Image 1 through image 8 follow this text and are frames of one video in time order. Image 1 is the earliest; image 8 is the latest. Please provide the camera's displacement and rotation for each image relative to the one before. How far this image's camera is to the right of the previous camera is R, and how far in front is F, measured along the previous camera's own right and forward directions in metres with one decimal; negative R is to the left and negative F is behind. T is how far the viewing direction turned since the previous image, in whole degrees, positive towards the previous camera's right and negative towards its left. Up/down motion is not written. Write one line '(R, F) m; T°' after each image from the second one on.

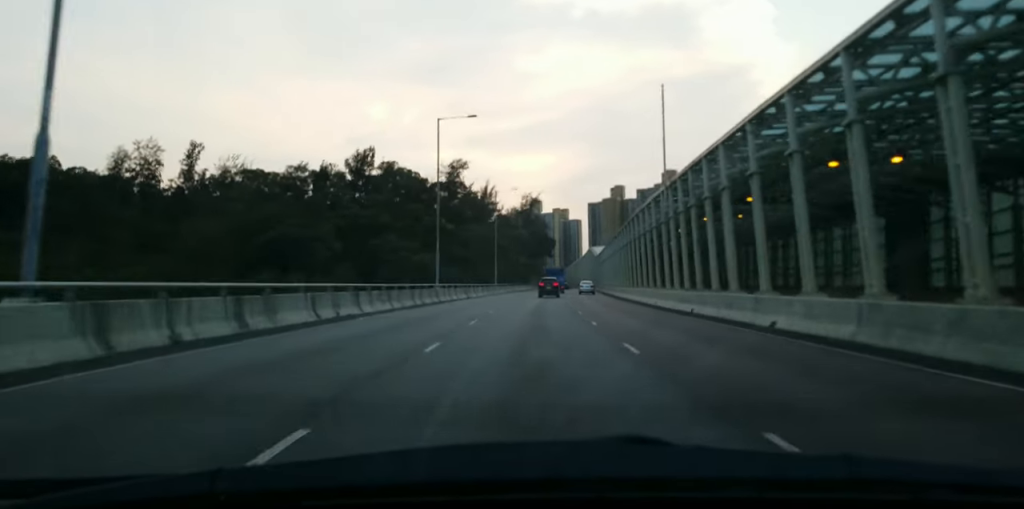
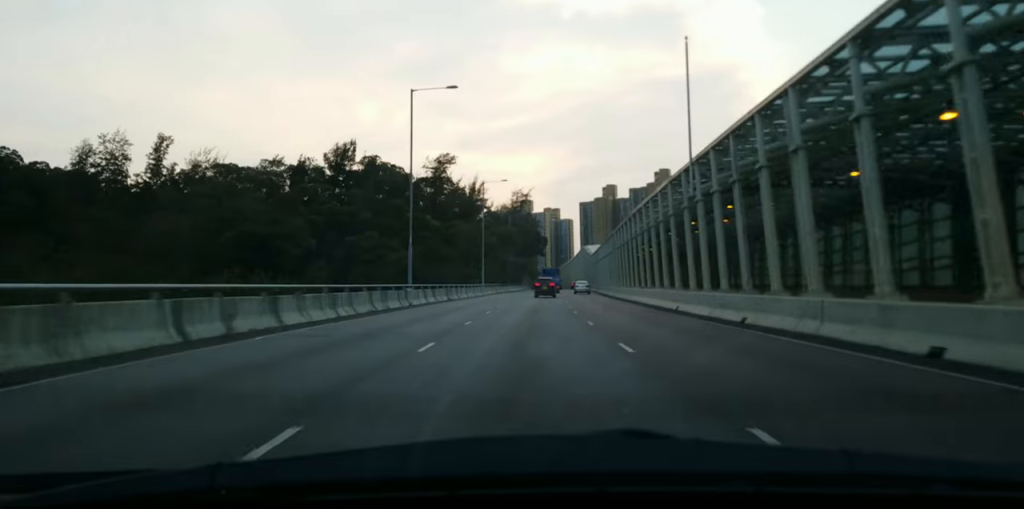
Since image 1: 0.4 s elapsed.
(+0.1, +8.8) m; 0°
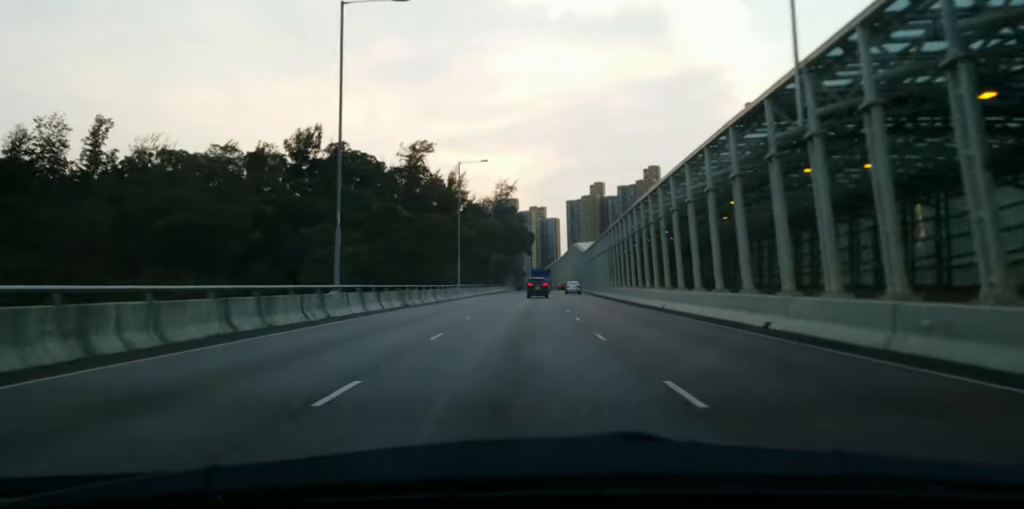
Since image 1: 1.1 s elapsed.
(0.0, +15.1) m; +1°
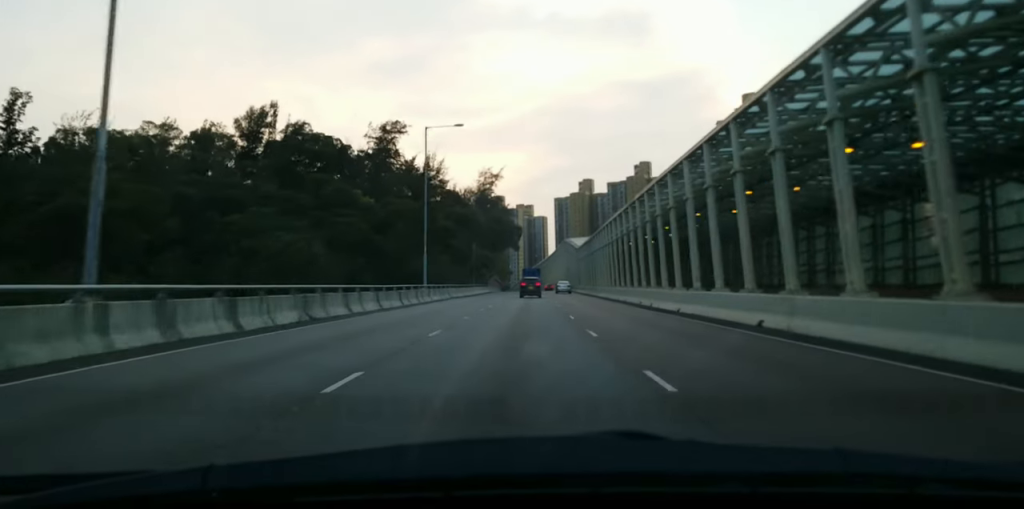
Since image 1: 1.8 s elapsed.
(-0.1, +16.8) m; +2°
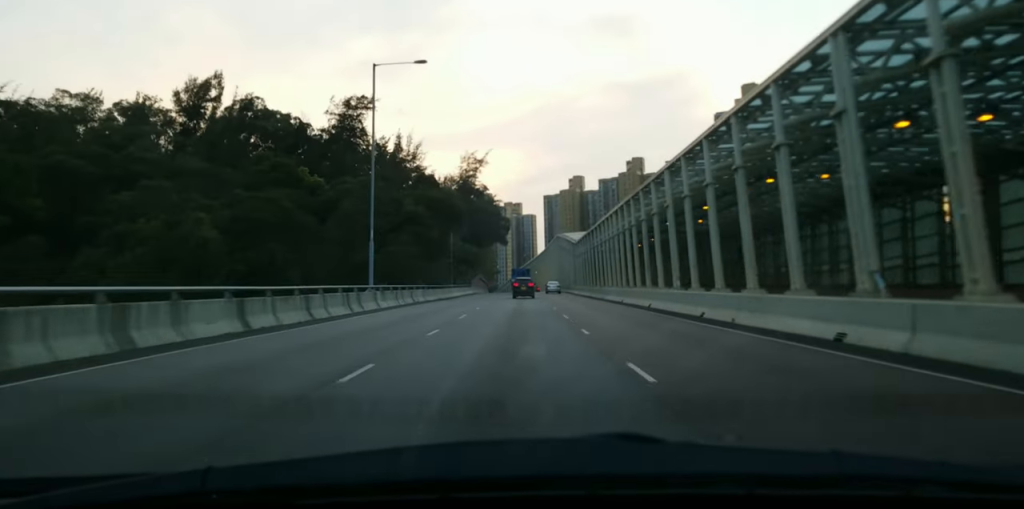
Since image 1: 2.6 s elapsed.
(+0.8, +16.8) m; +2°
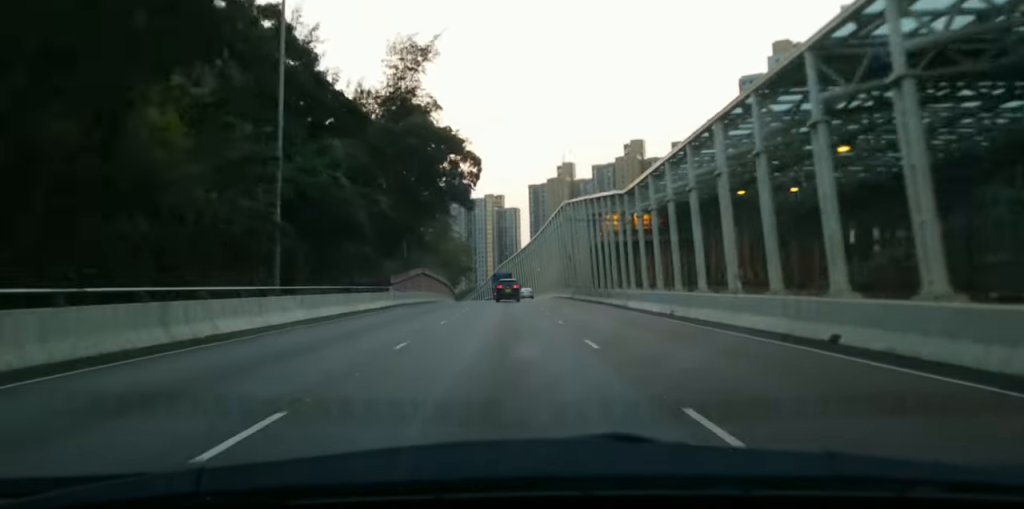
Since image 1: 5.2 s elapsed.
(-0.1, +58.0) m; +1°
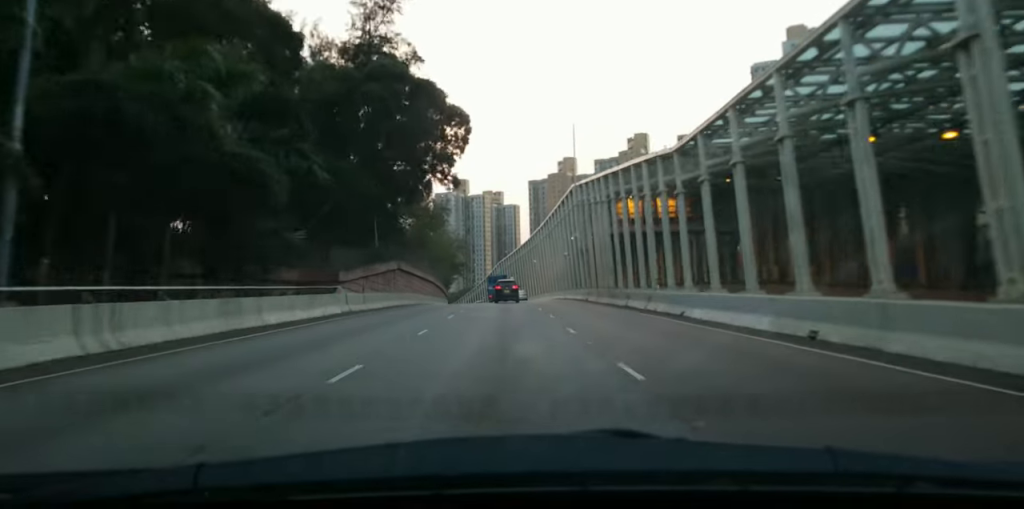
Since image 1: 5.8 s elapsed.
(+0.1, +14.3) m; 0°
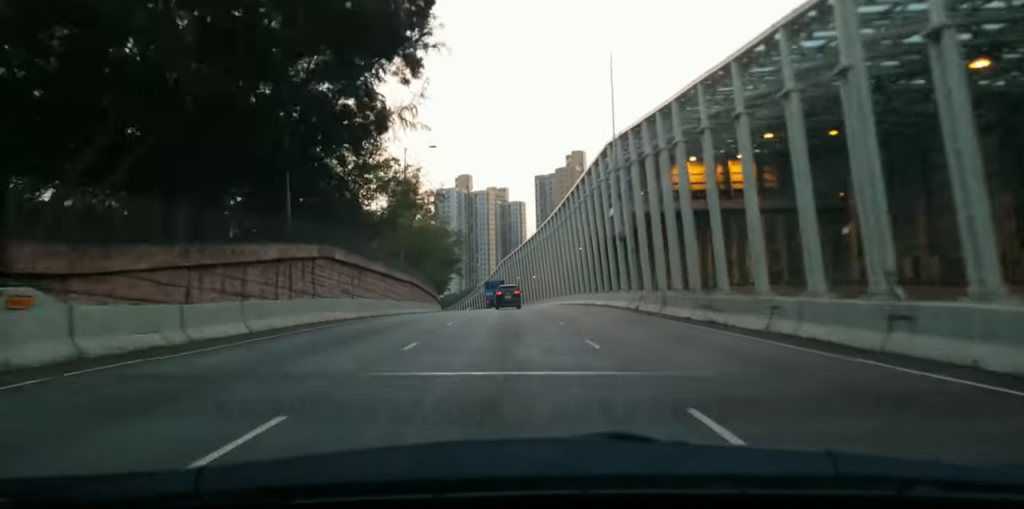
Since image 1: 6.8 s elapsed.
(-0.3, +22.3) m; -1°
